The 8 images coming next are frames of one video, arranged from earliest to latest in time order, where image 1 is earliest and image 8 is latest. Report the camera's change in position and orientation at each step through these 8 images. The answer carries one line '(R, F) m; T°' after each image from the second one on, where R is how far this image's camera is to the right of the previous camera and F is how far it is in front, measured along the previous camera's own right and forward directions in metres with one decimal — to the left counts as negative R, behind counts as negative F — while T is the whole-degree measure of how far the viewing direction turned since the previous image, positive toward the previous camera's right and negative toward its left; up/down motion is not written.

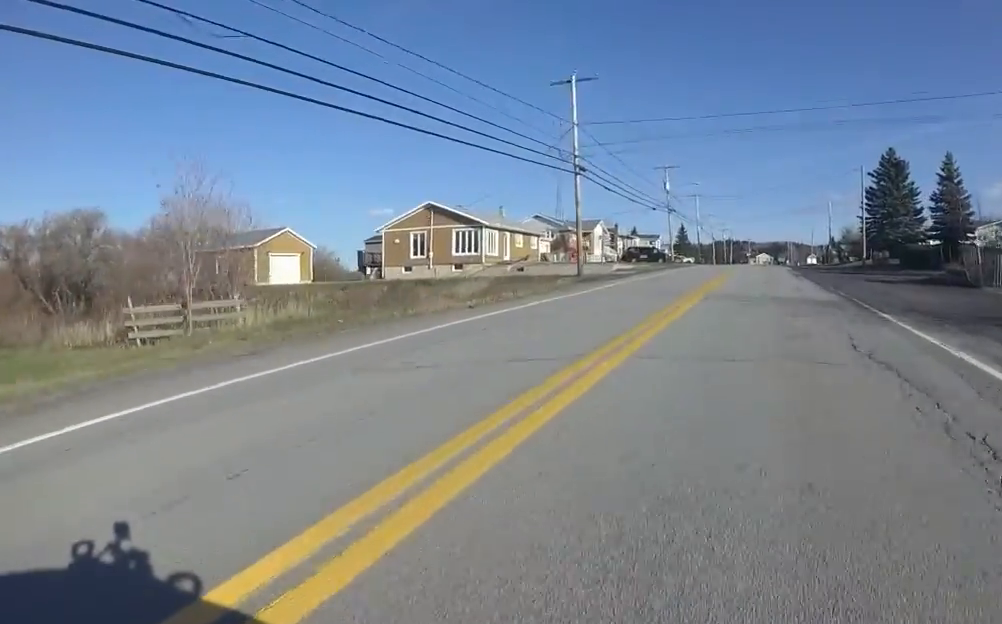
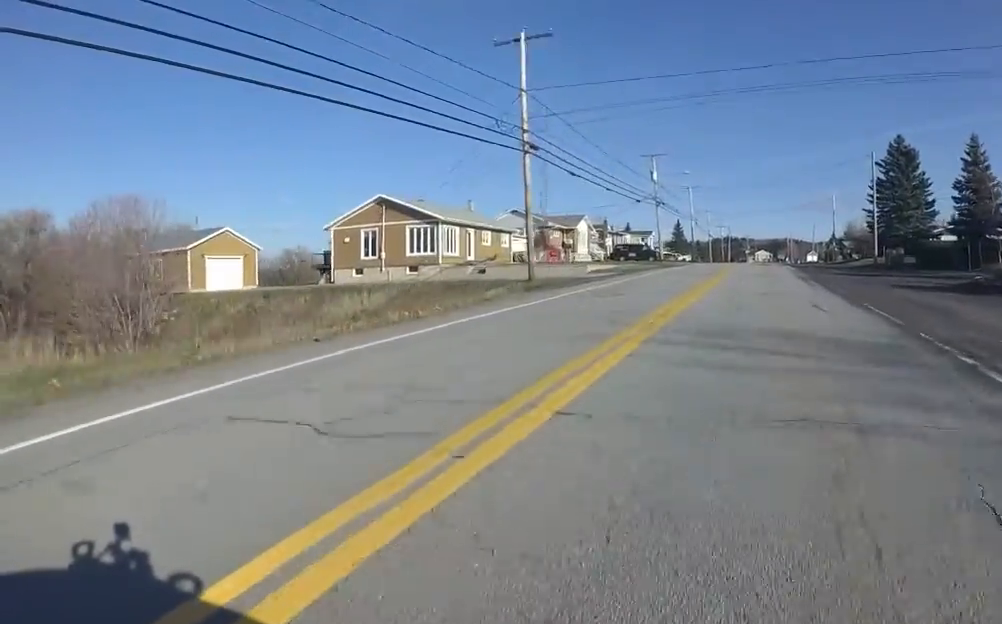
(-0.6, +5.6) m; -4°
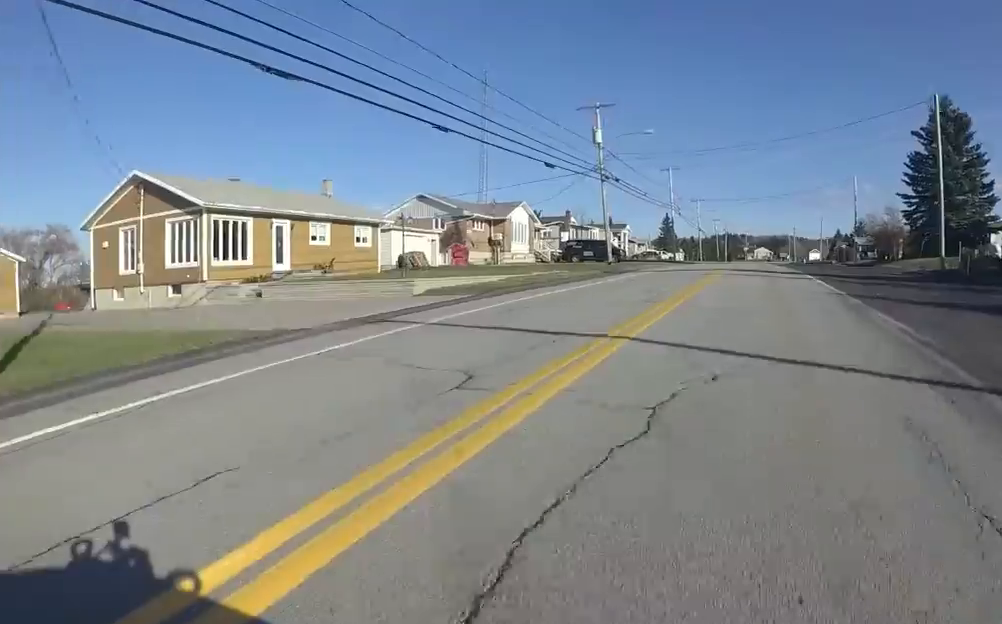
(+0.9, +17.5) m; +6°
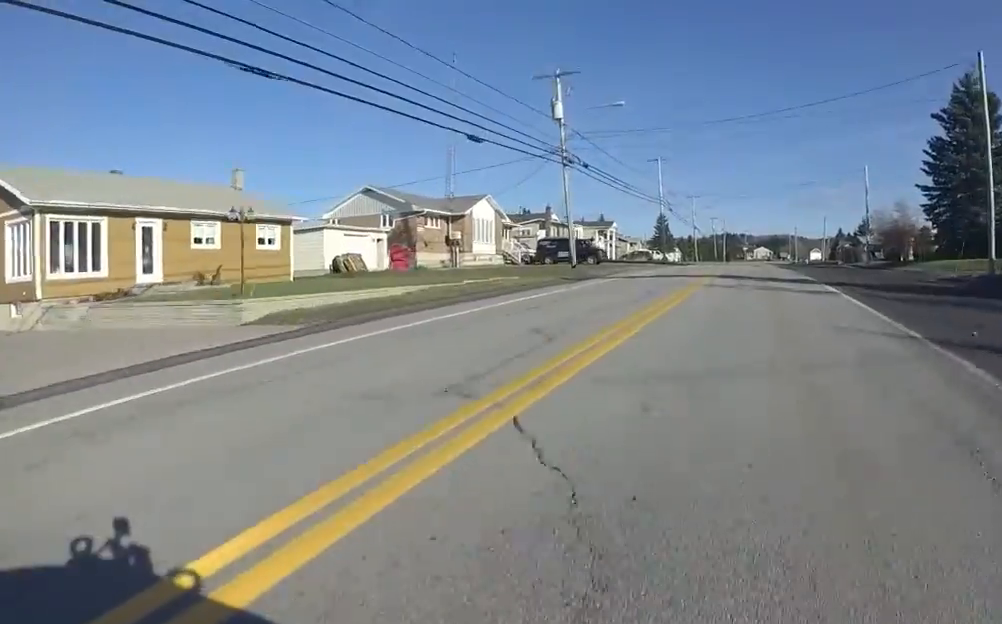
(+0.6, +6.8) m; -1°
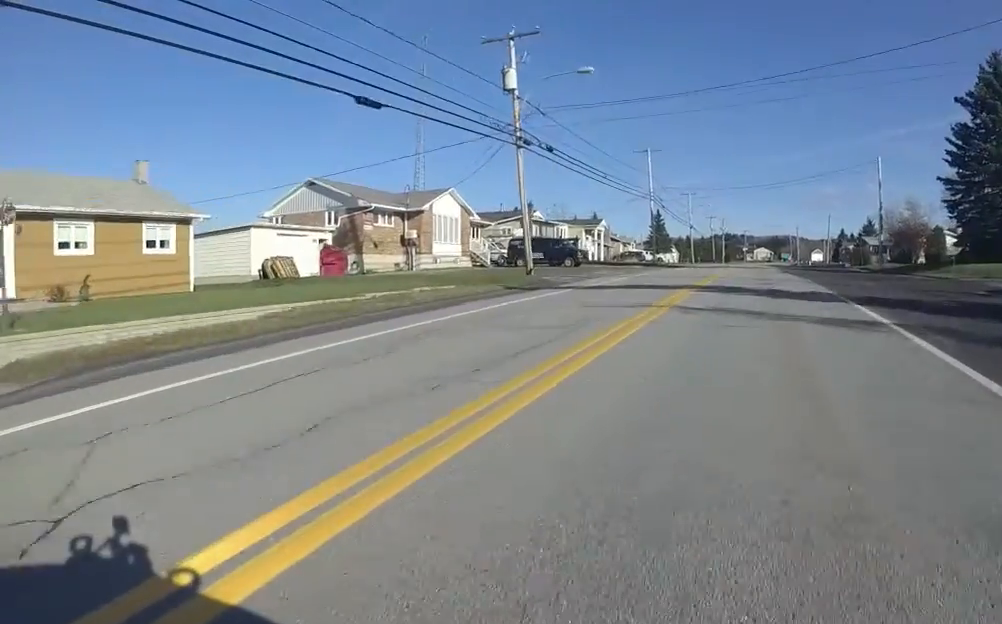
(-0.7, +5.6) m; -4°
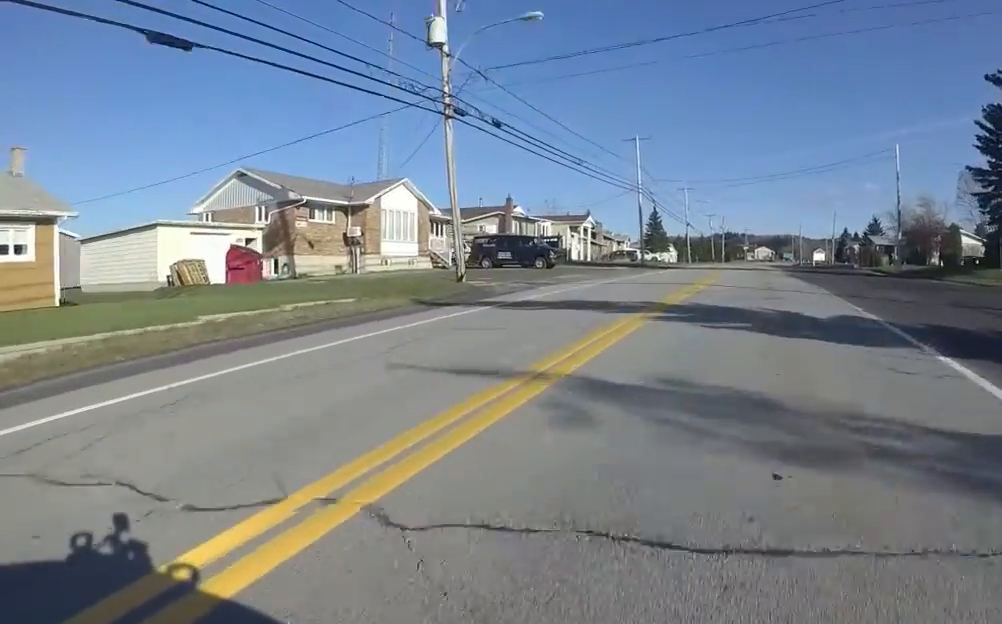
(-0.3, +5.6) m; -3°
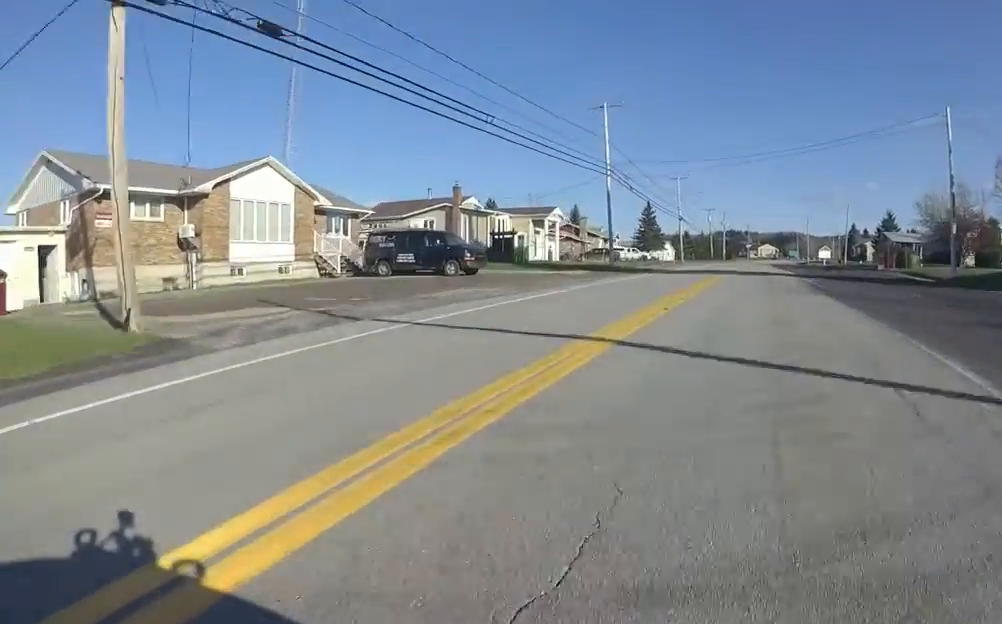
(0.0, +10.4) m; +1°
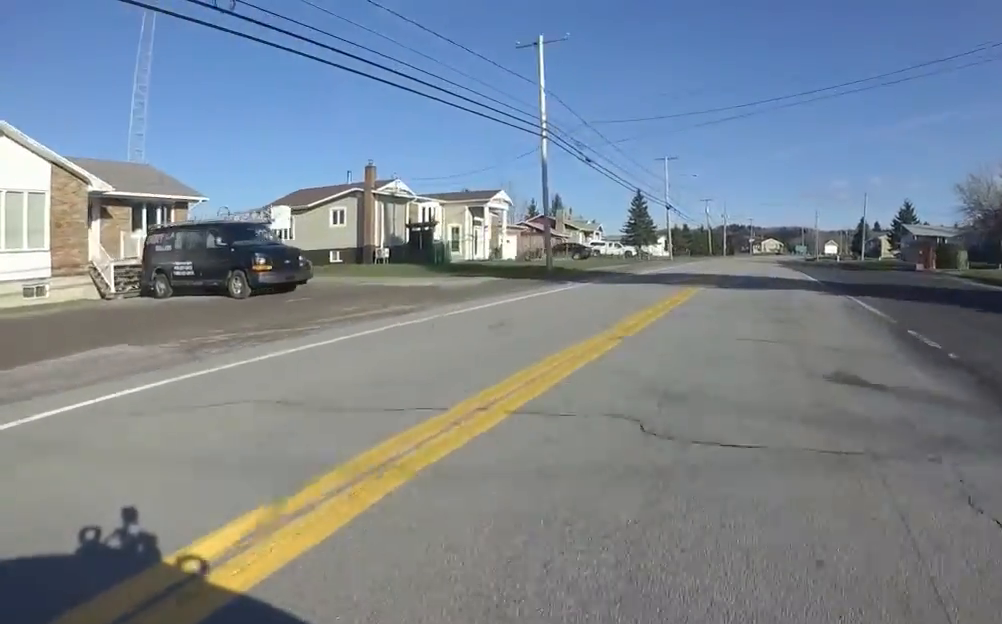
(+0.3, +10.8) m; +7°
